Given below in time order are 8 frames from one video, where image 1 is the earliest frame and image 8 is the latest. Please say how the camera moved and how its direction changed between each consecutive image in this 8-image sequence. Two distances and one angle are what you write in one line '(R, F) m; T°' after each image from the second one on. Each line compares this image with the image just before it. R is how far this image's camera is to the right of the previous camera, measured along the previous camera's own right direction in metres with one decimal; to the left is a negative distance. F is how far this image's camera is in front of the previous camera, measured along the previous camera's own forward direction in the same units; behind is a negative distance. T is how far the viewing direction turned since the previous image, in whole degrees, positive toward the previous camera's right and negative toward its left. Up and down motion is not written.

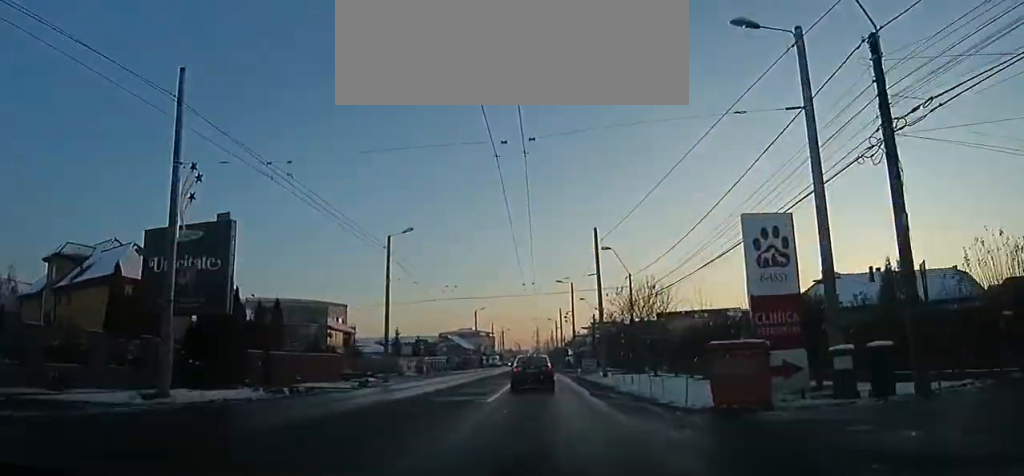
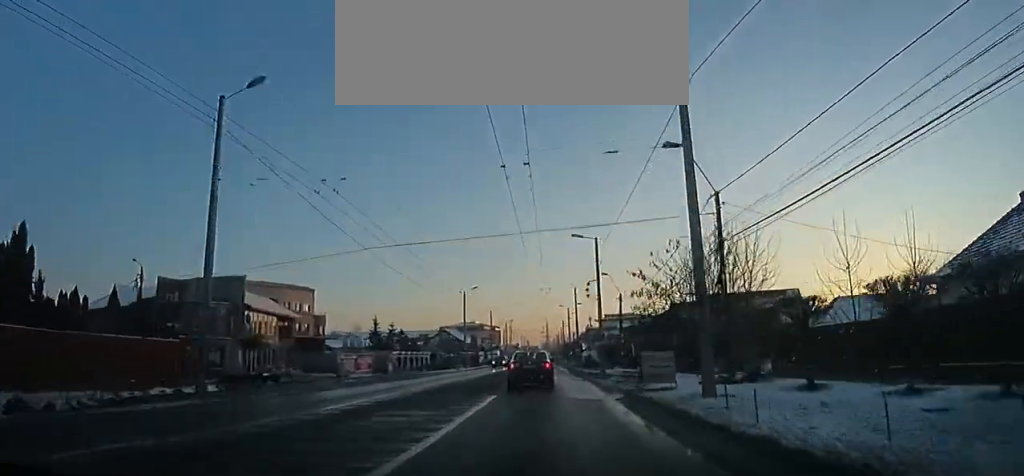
(+0.1, +20.3) m; +1°
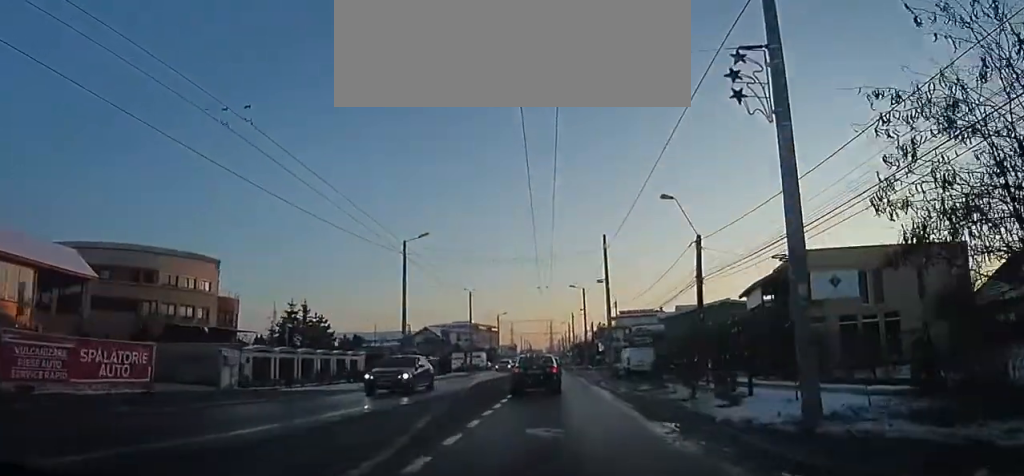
(+0.1, +30.0) m; -2°
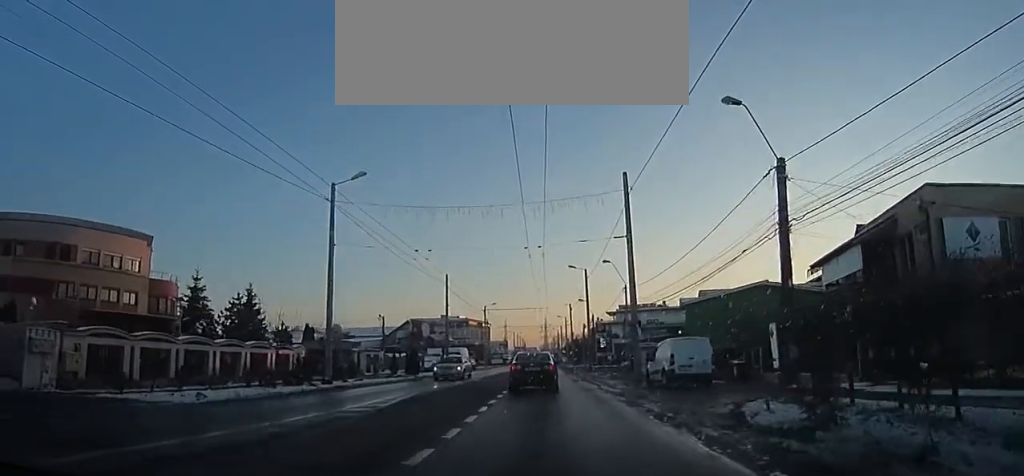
(-0.2, +11.9) m; -1°
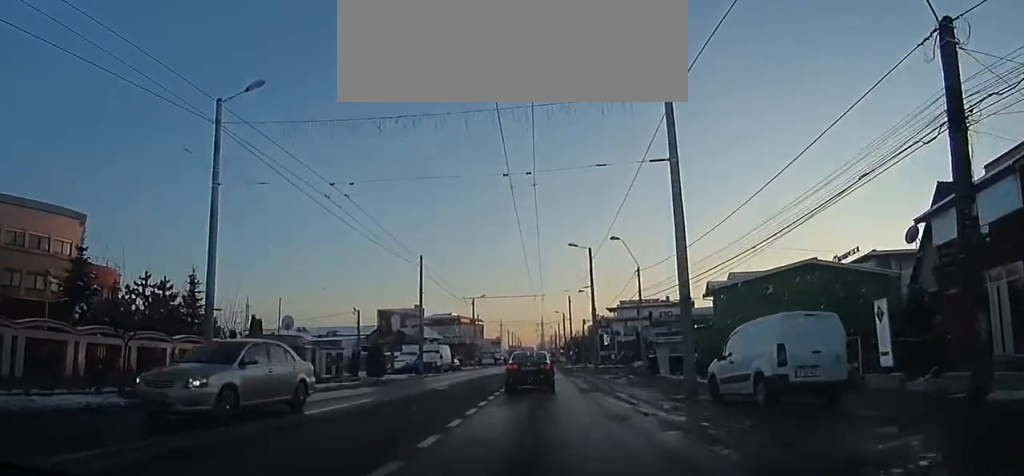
(-0.2, +9.4) m; 0°
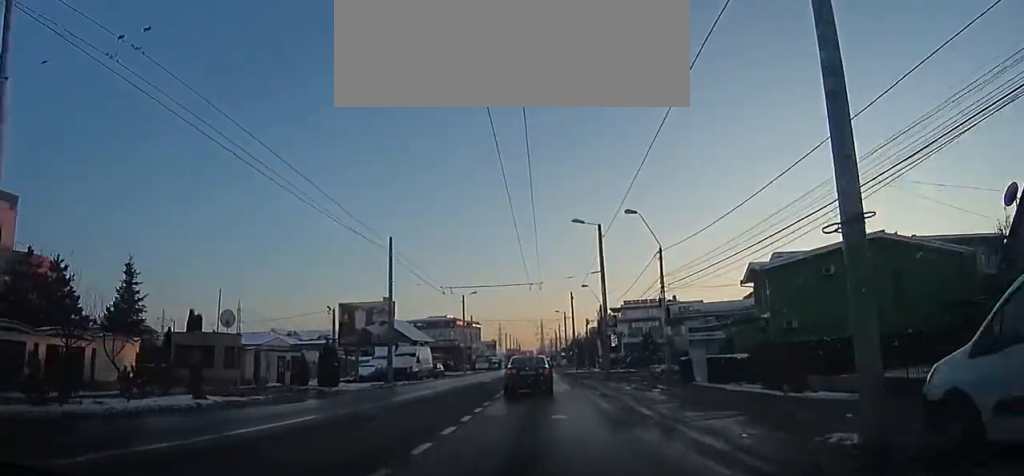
(0.0, +8.4) m; +1°
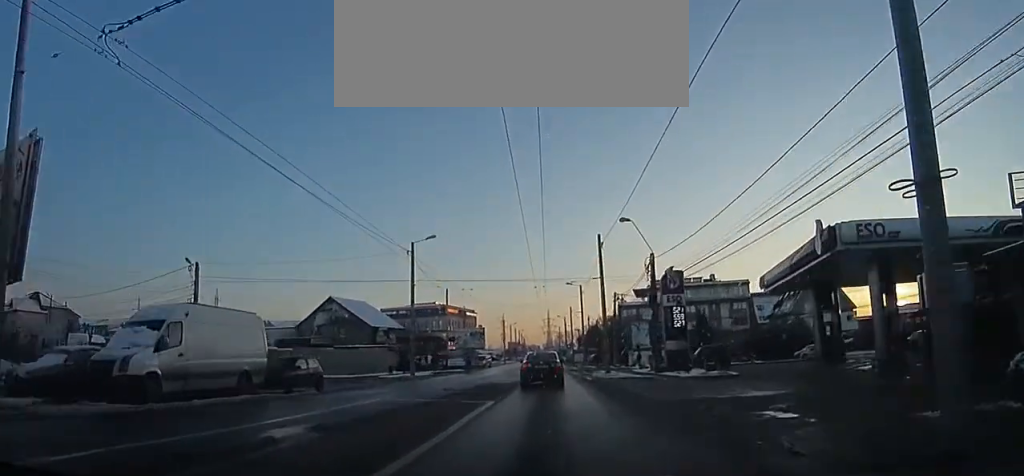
(+0.7, +28.4) m; +1°
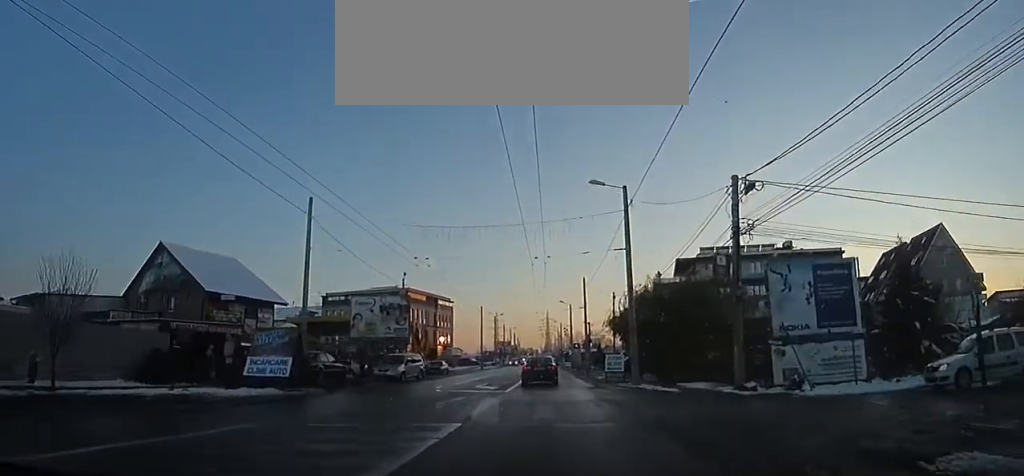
(-0.6, +36.5) m; 0°
